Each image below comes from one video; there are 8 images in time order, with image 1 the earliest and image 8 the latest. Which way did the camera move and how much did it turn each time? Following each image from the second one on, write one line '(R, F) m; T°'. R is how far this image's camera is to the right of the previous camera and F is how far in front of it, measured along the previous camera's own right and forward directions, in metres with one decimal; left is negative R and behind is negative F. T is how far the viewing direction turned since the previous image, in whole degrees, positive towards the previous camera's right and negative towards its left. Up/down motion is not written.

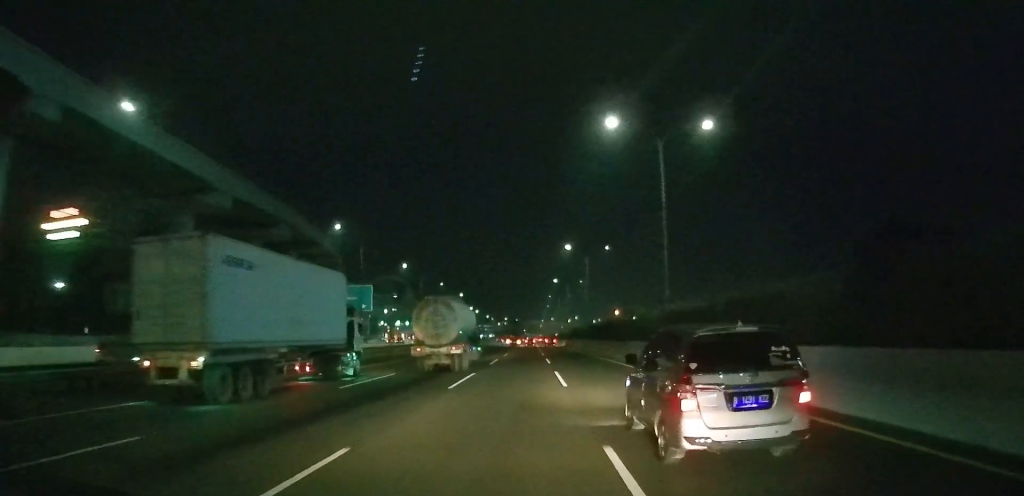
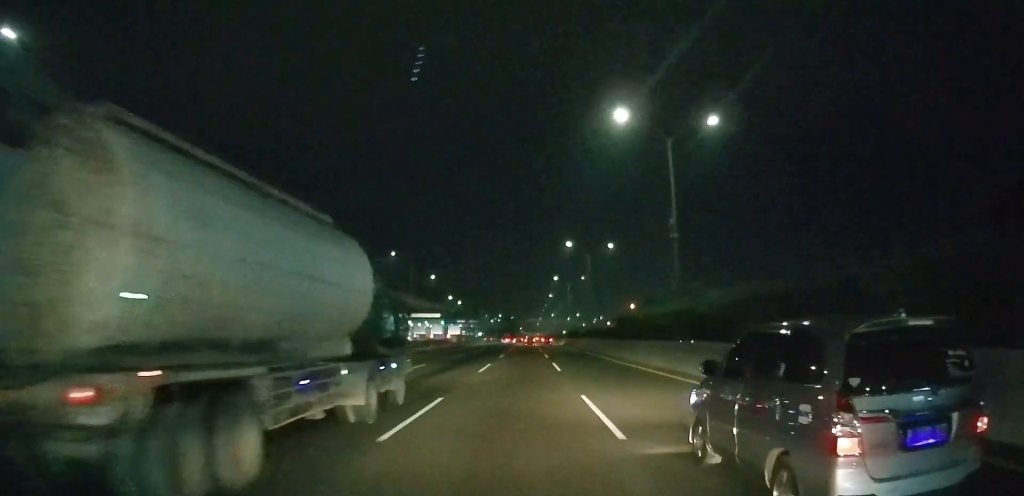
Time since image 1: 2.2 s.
(+0.1, +54.6) m; 0°
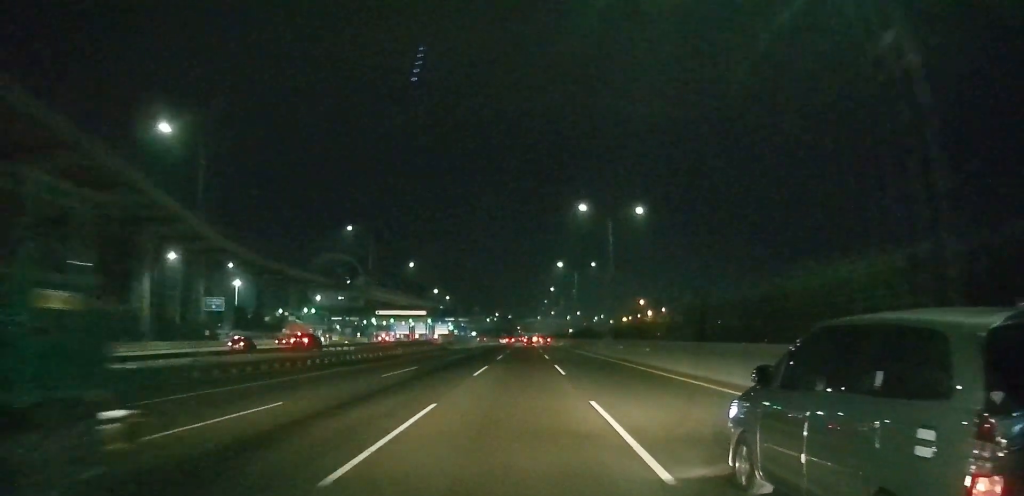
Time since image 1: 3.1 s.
(0.0, +26.1) m; 0°
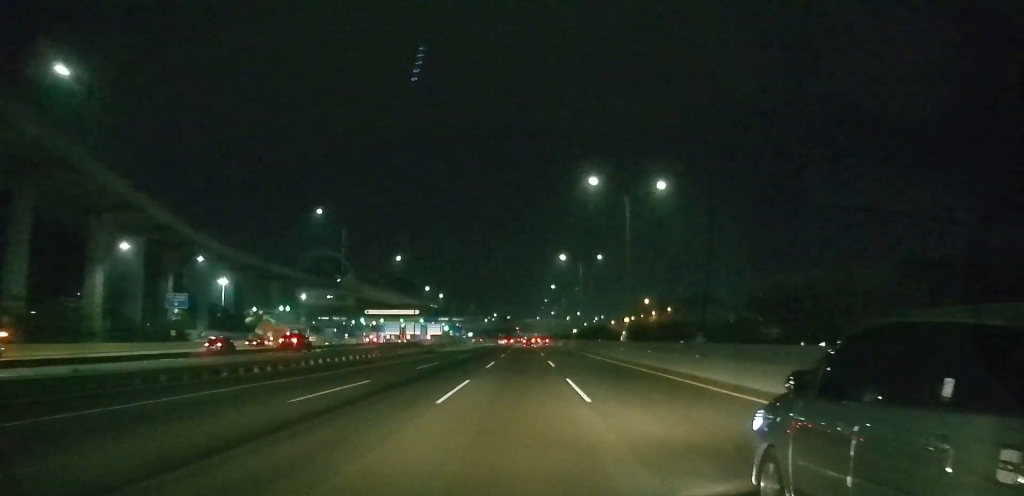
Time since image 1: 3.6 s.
(0.0, +13.9) m; 0°
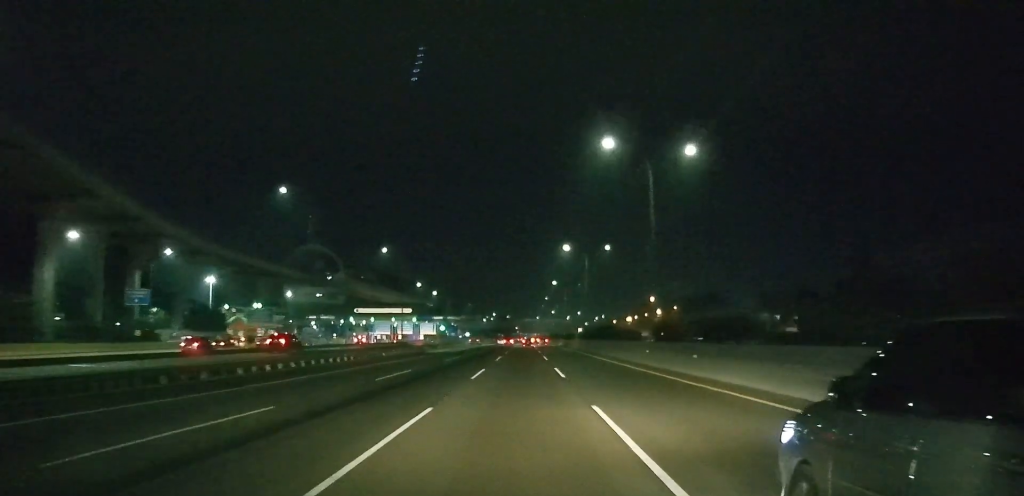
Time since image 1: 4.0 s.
(0.0, +11.5) m; 0°
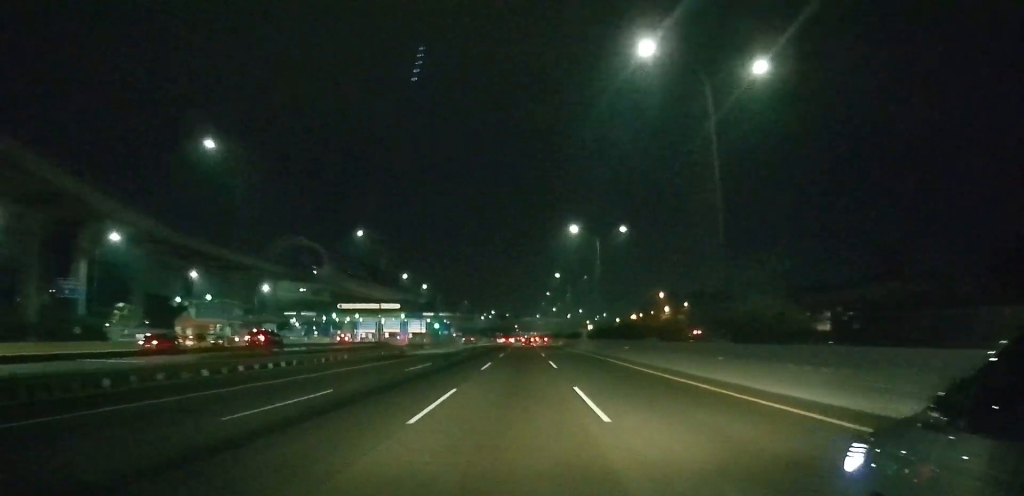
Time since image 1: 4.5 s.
(0.0, +14.8) m; 0°
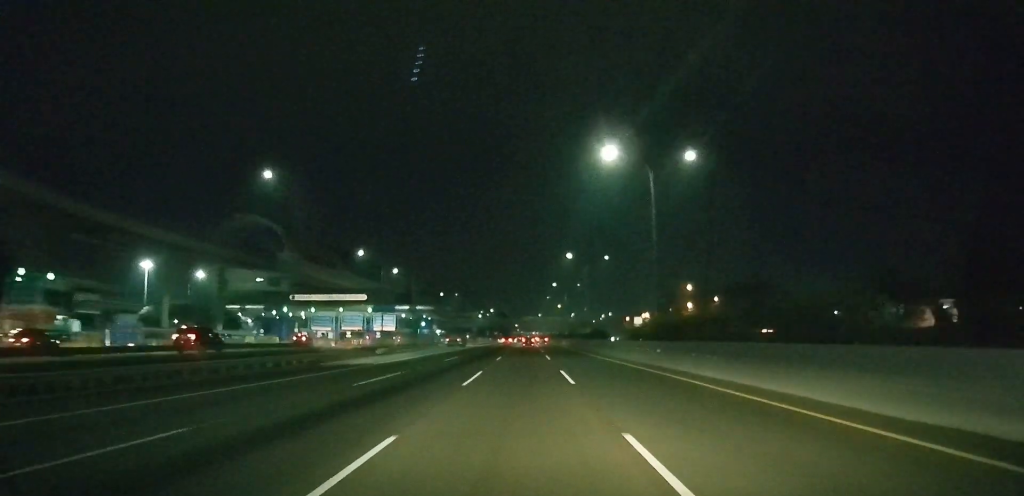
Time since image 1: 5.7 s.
(0.0, +32.8) m; 0°
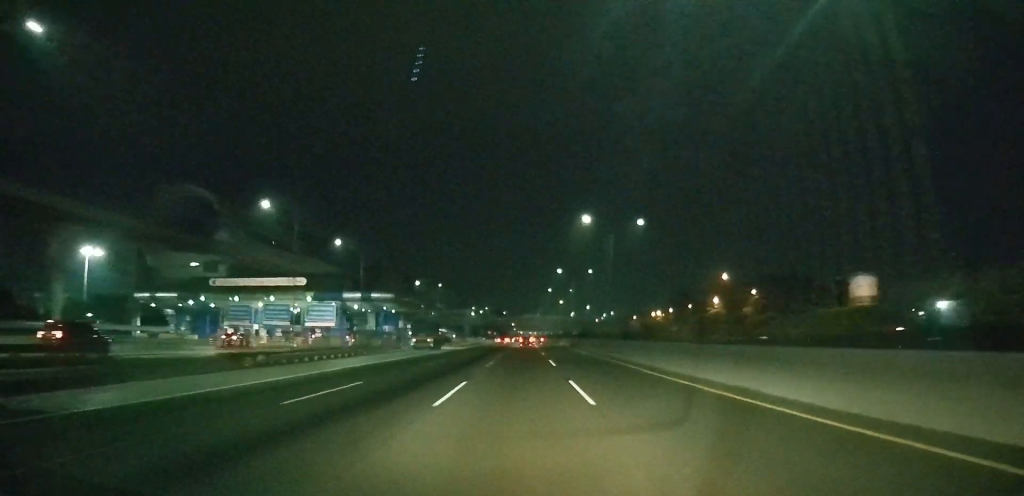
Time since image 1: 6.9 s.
(0.0, +30.0) m; 0°
